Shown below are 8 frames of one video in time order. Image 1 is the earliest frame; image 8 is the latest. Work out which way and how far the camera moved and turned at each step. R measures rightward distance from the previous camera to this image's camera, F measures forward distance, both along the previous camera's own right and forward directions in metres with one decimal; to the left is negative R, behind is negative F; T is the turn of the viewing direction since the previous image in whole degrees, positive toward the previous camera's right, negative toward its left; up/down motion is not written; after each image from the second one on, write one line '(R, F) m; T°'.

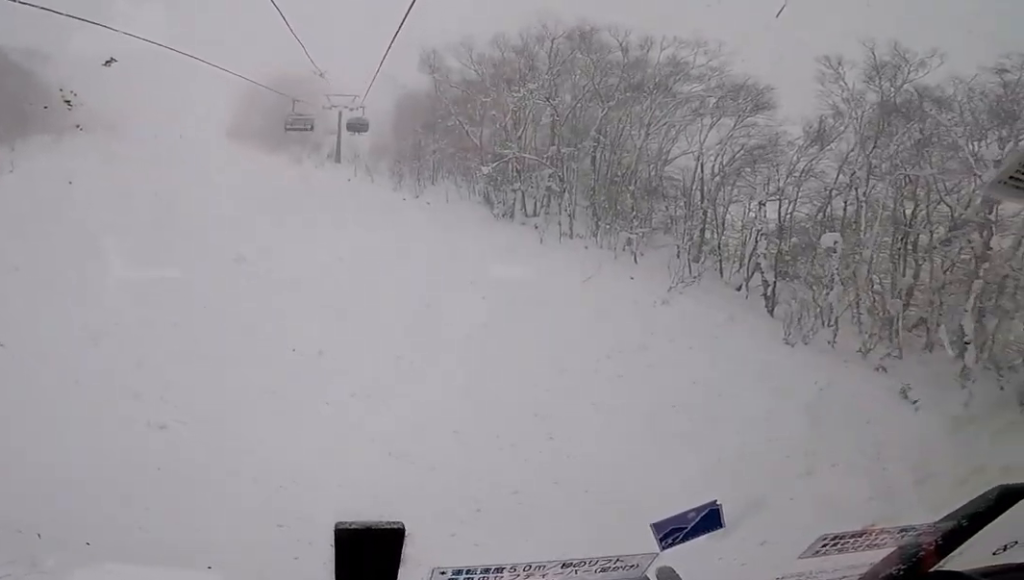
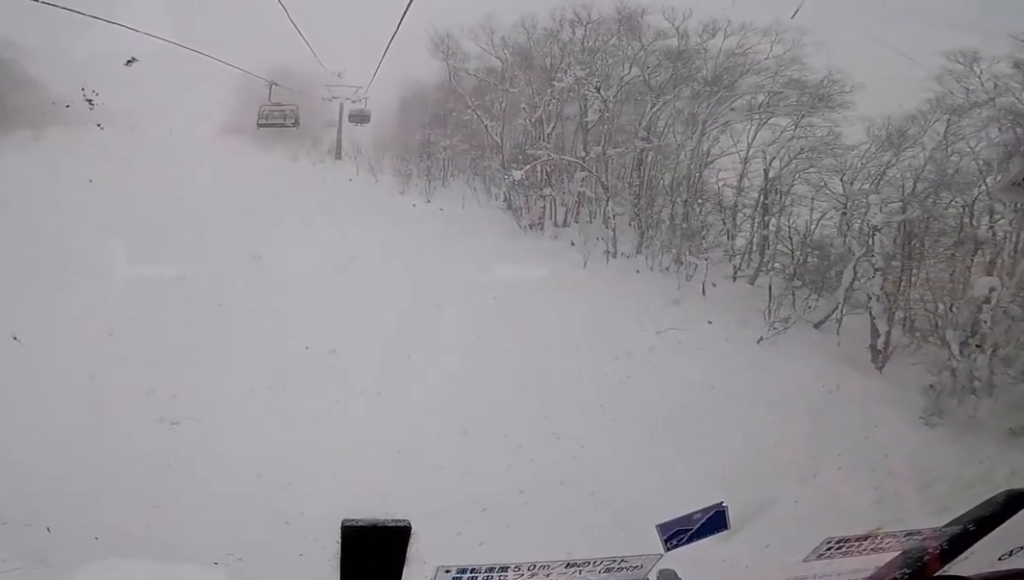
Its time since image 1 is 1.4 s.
(-0.3, +5.9) m; +5°
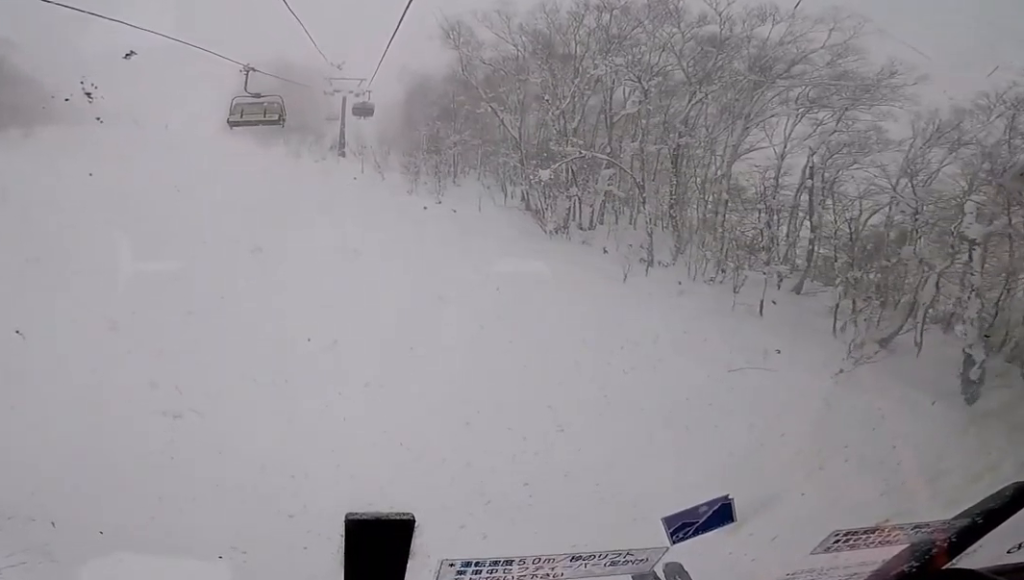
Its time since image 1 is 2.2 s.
(+0.5, +3.5) m; 0°
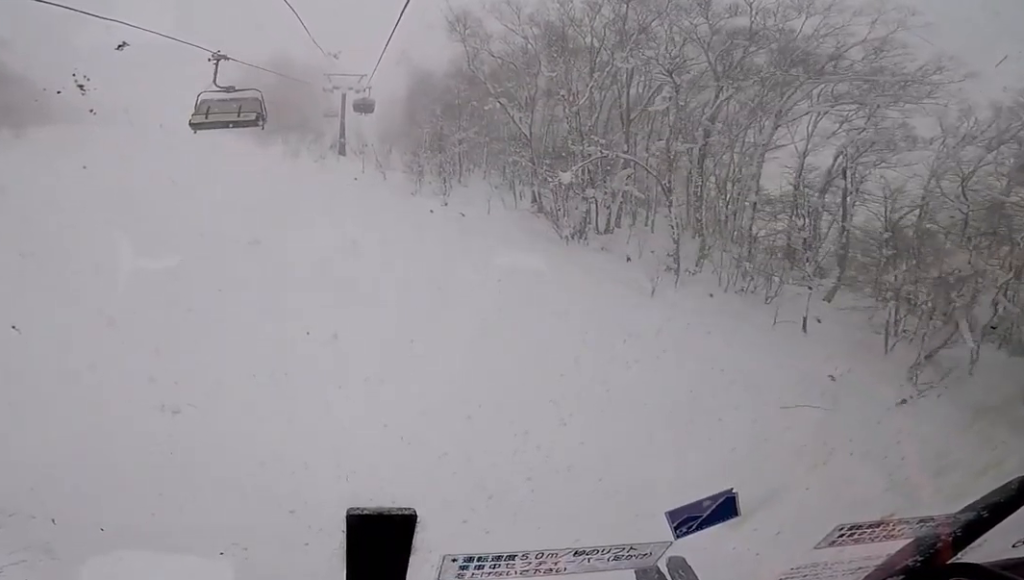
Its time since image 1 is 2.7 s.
(-0.1, +2.2) m; -3°
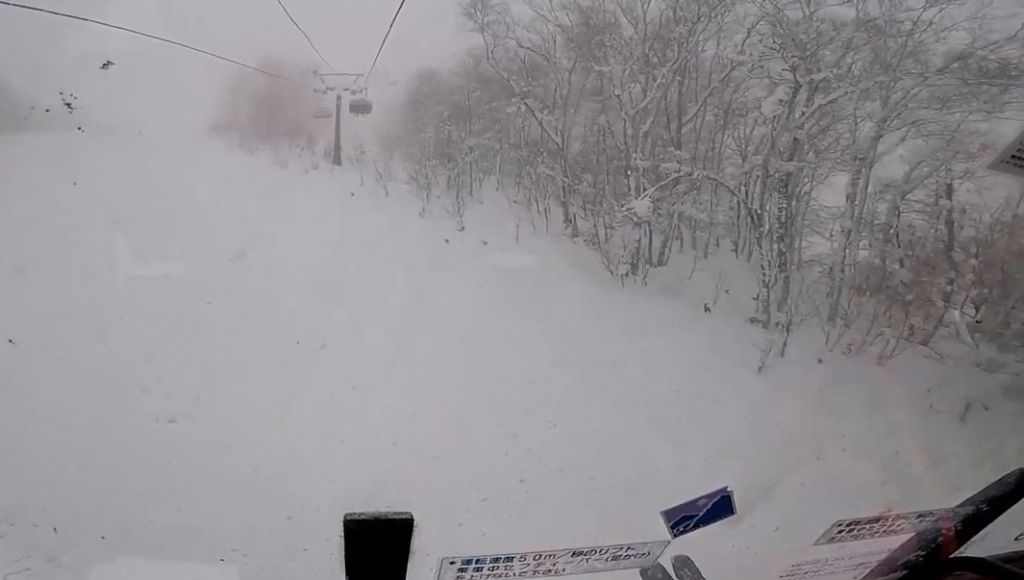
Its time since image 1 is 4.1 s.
(-0.7, +6.3) m; +1°
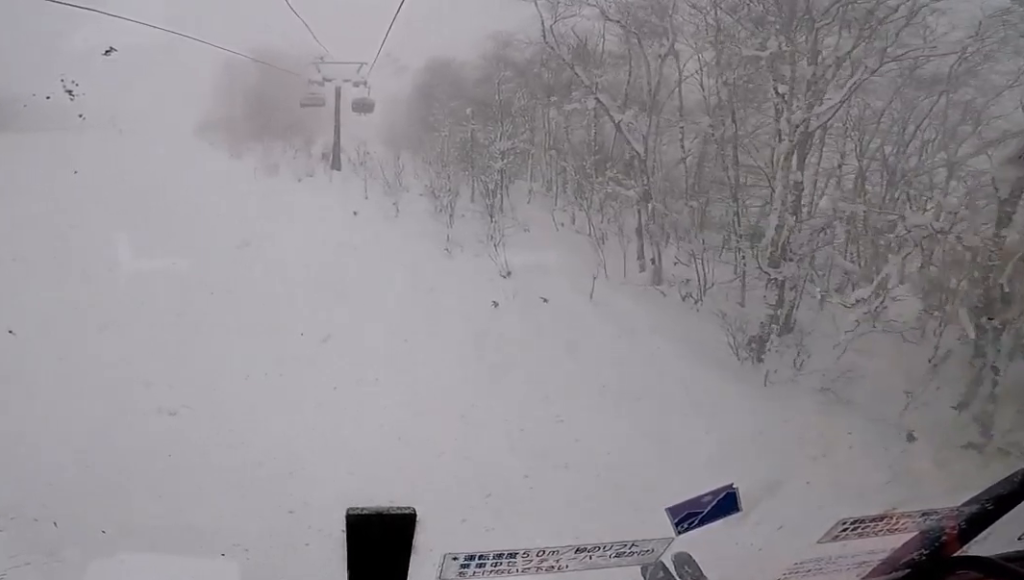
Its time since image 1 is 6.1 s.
(+0.3, +8.4) m; -4°
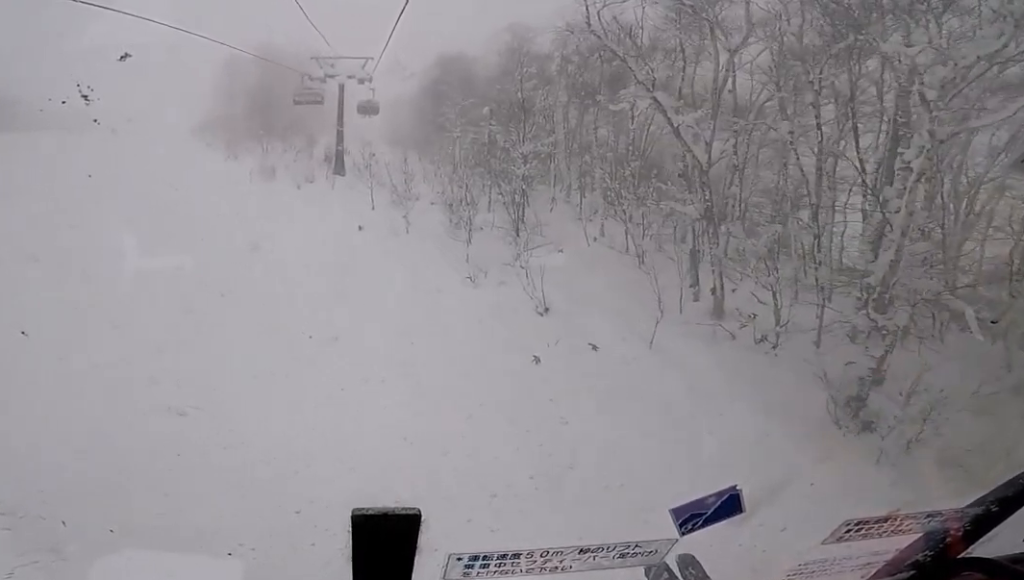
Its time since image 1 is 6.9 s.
(-0.2, +3.7) m; +2°
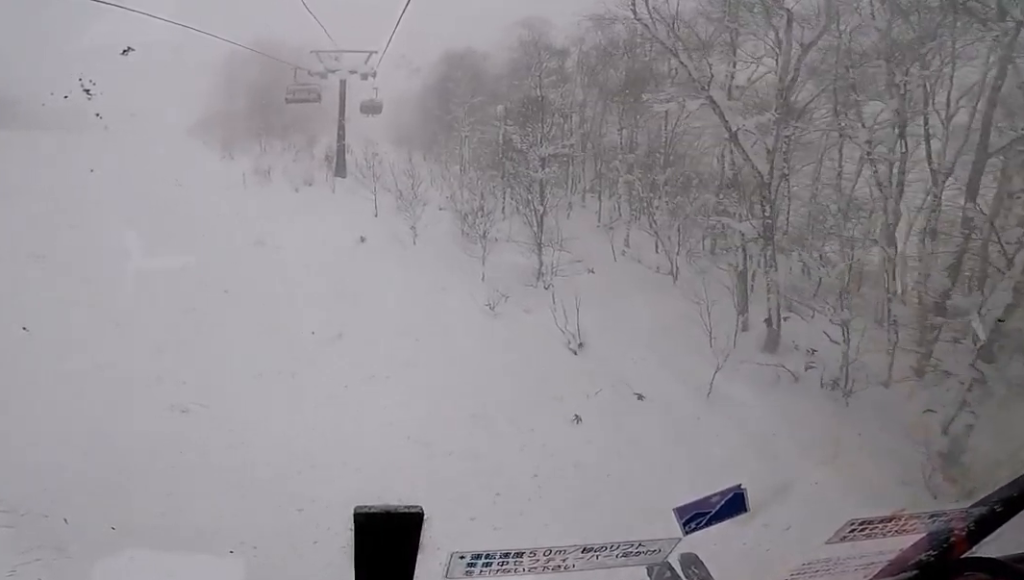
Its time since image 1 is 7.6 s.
(0.0, +2.7) m; +4°
